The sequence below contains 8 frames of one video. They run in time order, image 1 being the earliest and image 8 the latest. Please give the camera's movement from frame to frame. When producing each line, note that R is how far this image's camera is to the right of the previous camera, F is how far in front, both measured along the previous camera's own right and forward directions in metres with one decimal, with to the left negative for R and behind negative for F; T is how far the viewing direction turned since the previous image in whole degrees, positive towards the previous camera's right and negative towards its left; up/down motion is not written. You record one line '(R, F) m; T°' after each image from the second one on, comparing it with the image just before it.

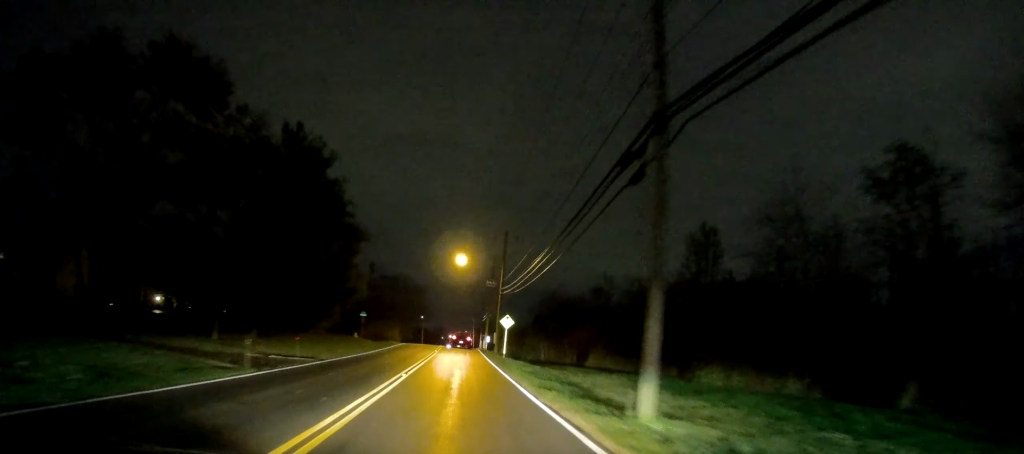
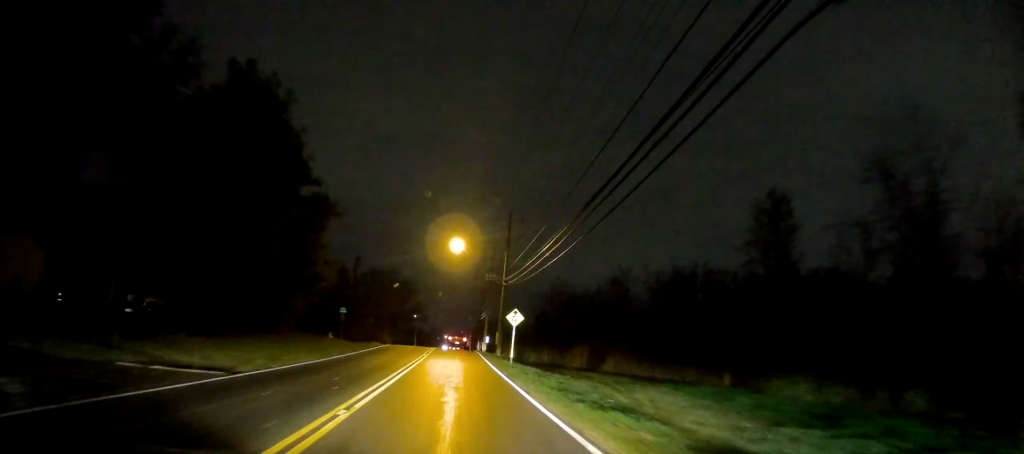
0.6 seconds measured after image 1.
(0.0, +8.9) m; -1°
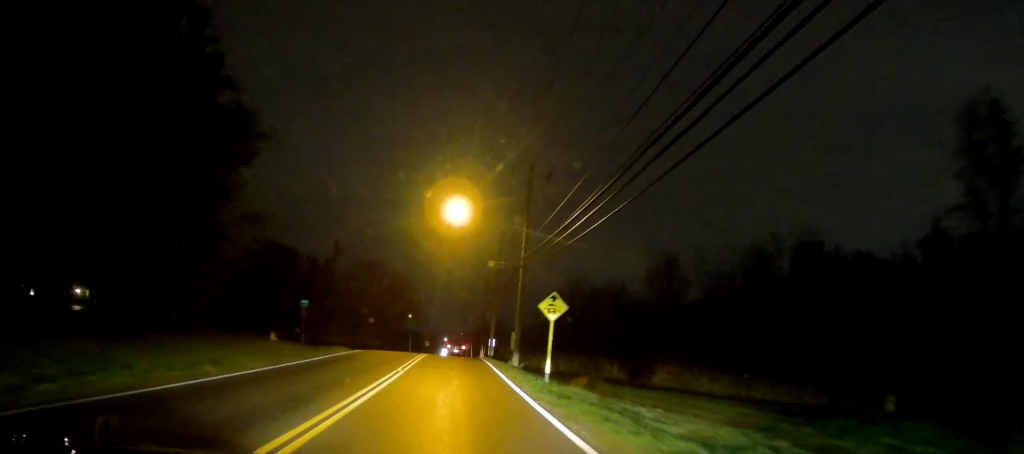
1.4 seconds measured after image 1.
(-0.1, +13.6) m; -1°
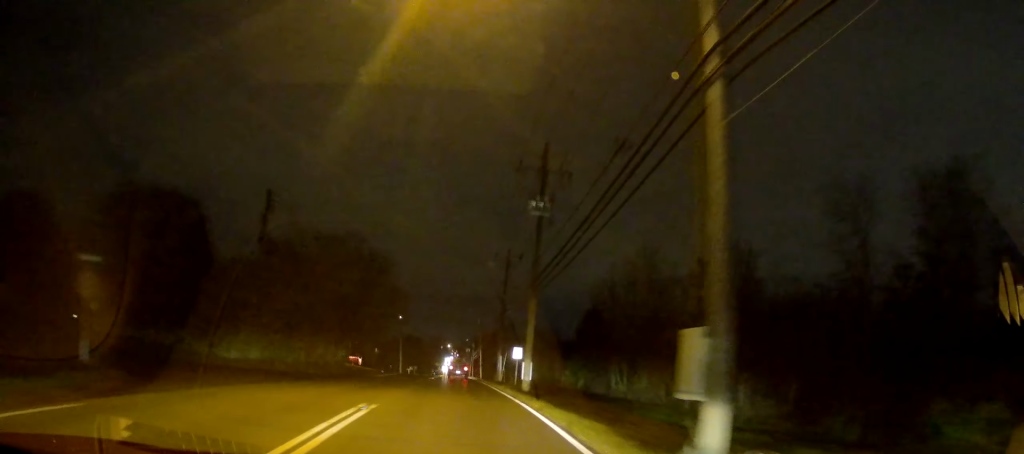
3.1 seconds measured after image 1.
(+0.2, +25.7) m; +2°
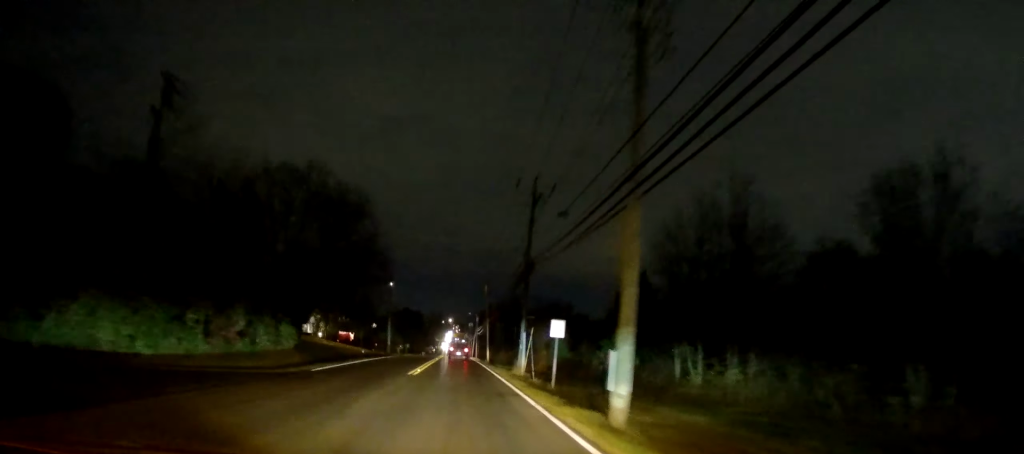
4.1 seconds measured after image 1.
(+0.1, +16.9) m; 0°
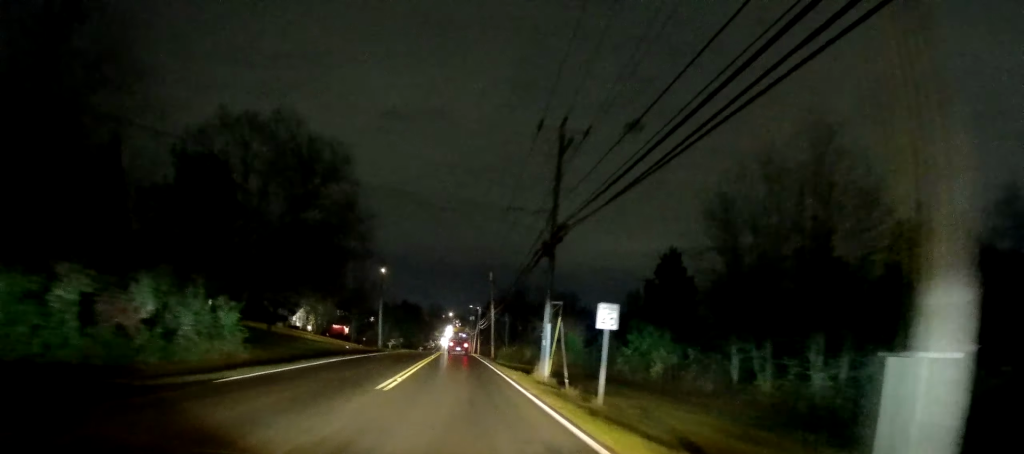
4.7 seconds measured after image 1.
(-0.1, +9.0) m; 0°
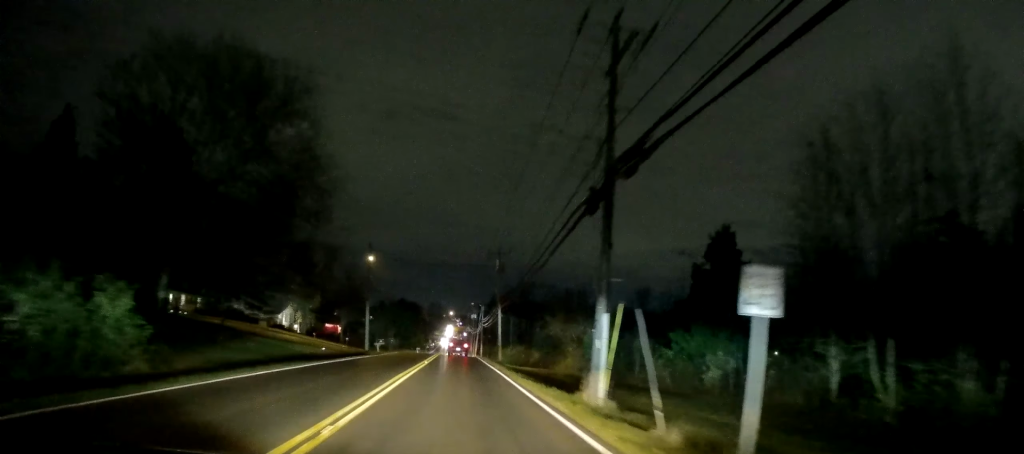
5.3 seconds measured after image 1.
(0.0, +9.5) m; 0°
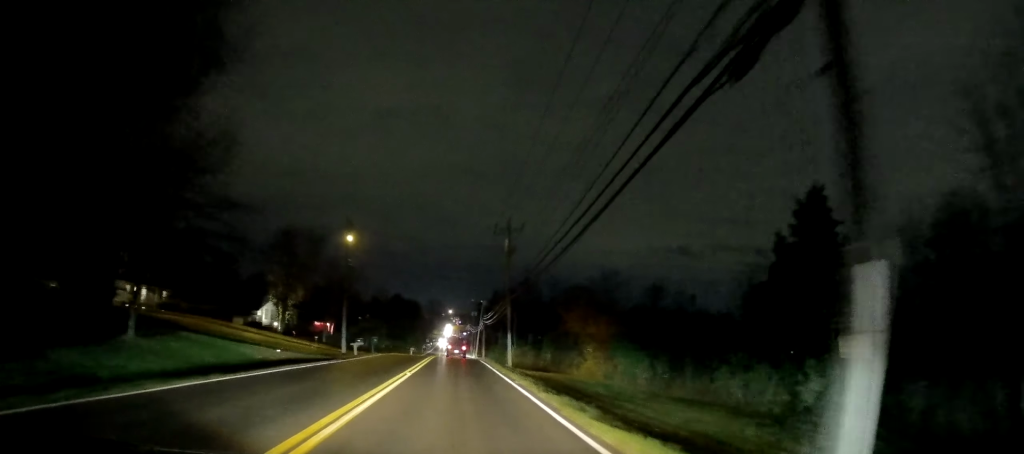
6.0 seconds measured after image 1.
(+0.1, +11.1) m; 0°
